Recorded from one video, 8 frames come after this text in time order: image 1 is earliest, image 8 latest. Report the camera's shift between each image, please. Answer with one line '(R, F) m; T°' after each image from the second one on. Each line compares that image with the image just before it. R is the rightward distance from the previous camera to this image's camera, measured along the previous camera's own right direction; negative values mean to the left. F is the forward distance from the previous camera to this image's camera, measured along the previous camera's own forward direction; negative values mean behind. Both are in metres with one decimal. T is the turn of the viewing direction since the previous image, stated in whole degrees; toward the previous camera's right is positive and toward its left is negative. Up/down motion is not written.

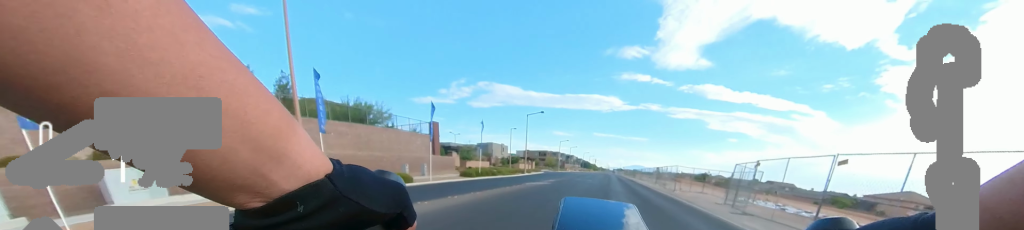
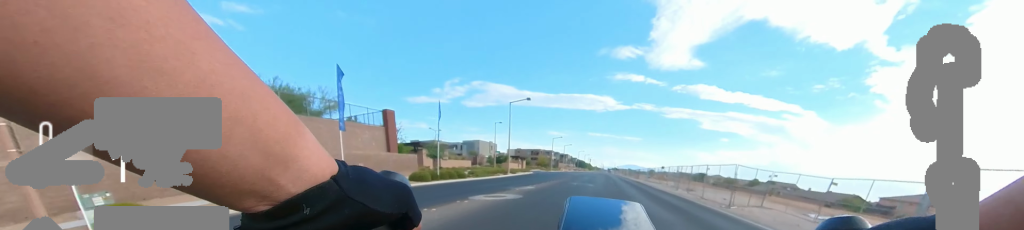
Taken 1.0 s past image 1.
(-1.0, +8.5) m; -2°
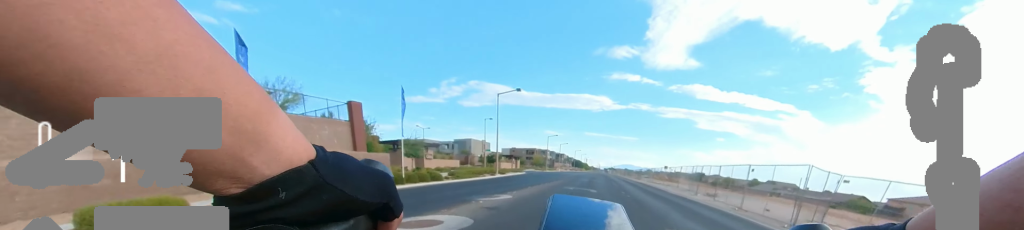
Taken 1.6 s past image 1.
(+0.4, +4.2) m; +4°
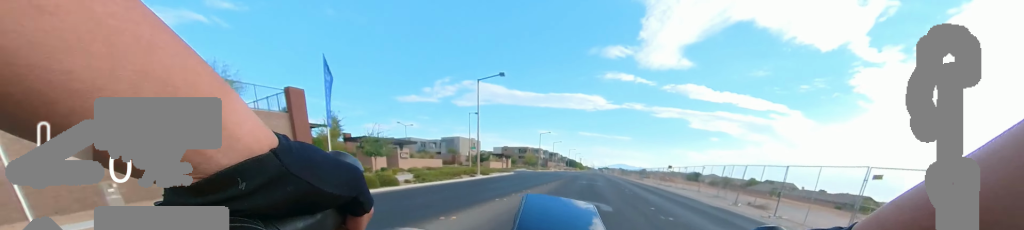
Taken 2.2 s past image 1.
(+0.3, +5.2) m; +4°
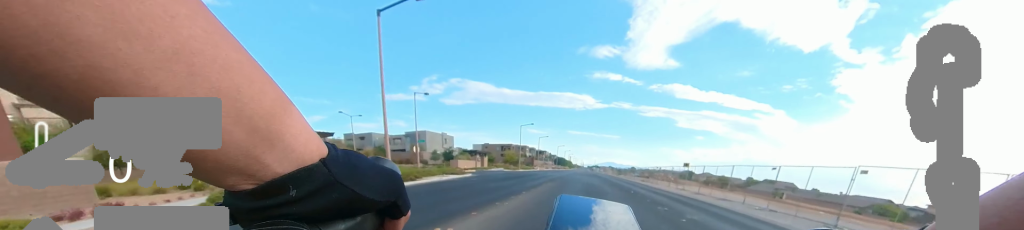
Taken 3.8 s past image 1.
(+0.2, +12.6) m; +1°
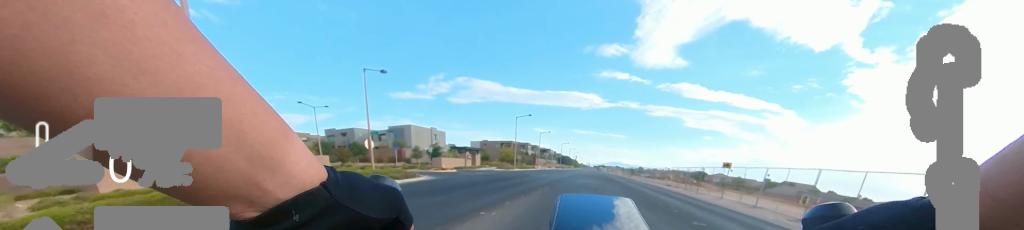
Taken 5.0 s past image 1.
(0.0, +9.2) m; -1°
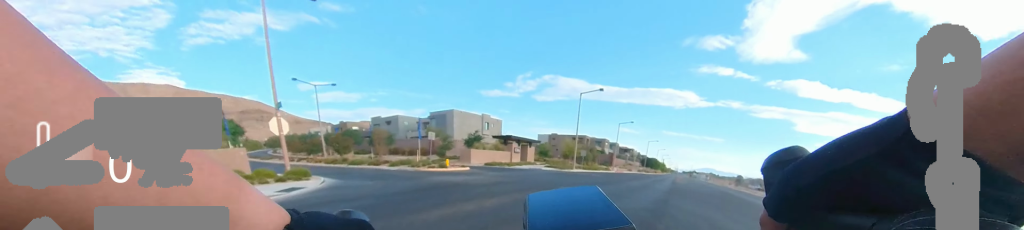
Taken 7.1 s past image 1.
(-2.1, +16.2) m; -18°
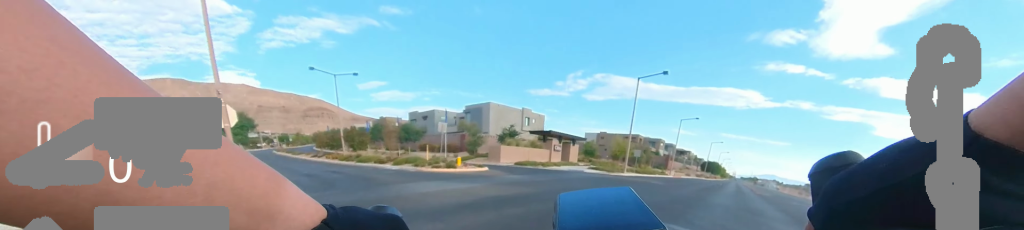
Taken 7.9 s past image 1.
(-0.3, +5.7) m; -9°
